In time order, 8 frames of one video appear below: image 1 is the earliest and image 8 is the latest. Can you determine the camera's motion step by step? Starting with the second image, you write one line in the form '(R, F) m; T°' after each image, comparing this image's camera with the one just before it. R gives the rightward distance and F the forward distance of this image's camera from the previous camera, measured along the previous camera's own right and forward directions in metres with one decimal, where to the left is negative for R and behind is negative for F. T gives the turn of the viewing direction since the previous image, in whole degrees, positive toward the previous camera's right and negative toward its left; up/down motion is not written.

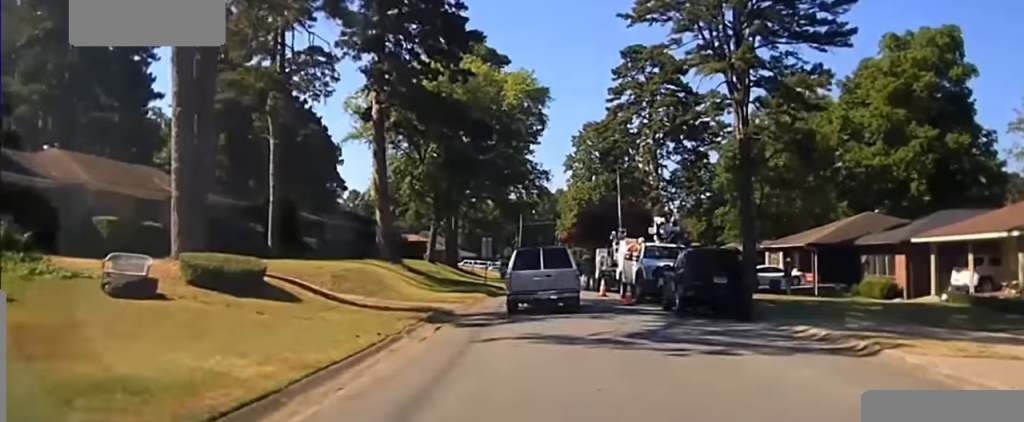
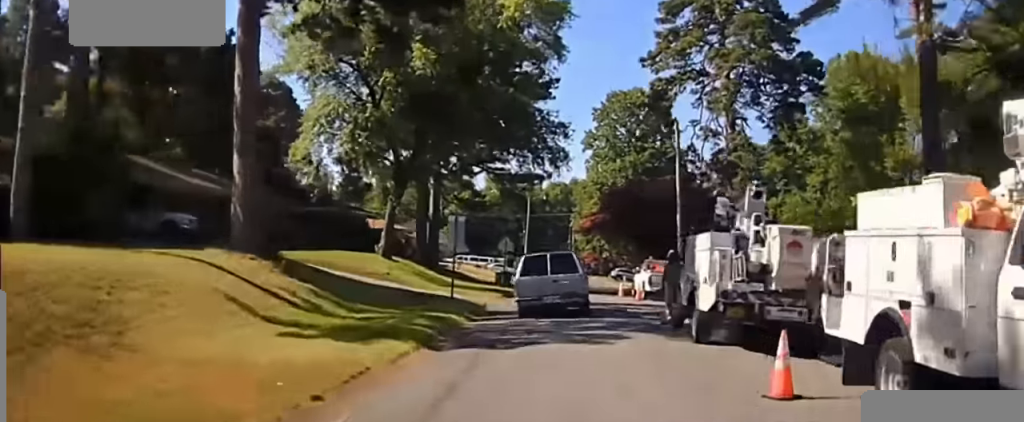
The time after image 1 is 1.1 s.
(0.0, +24.0) m; -1°
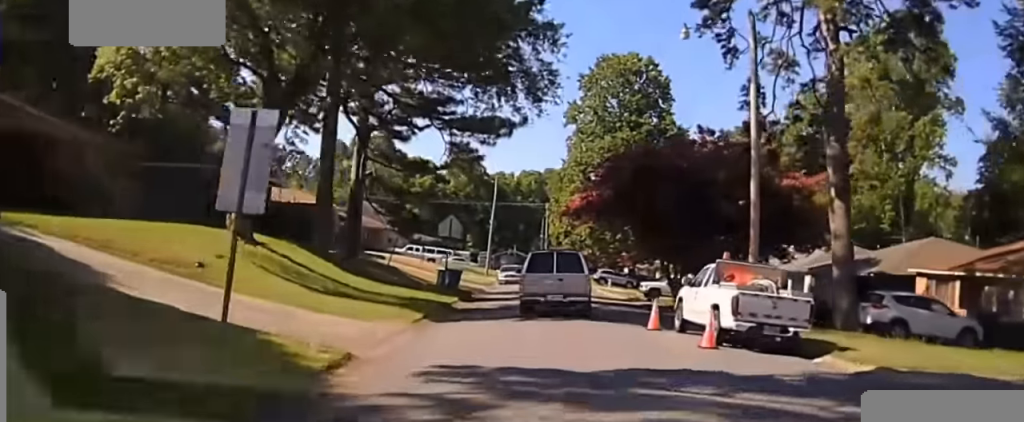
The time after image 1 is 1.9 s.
(-0.3, +18.8) m; +1°
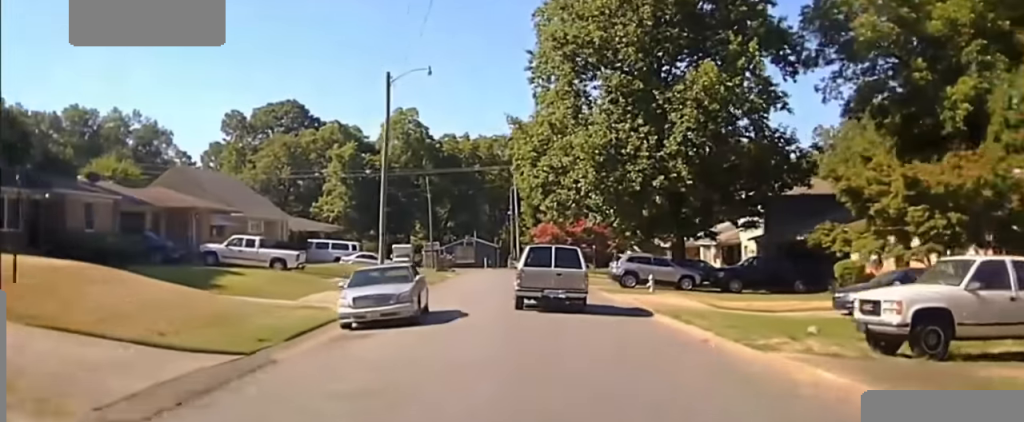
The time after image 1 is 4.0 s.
(+1.8, +47.1) m; +3°
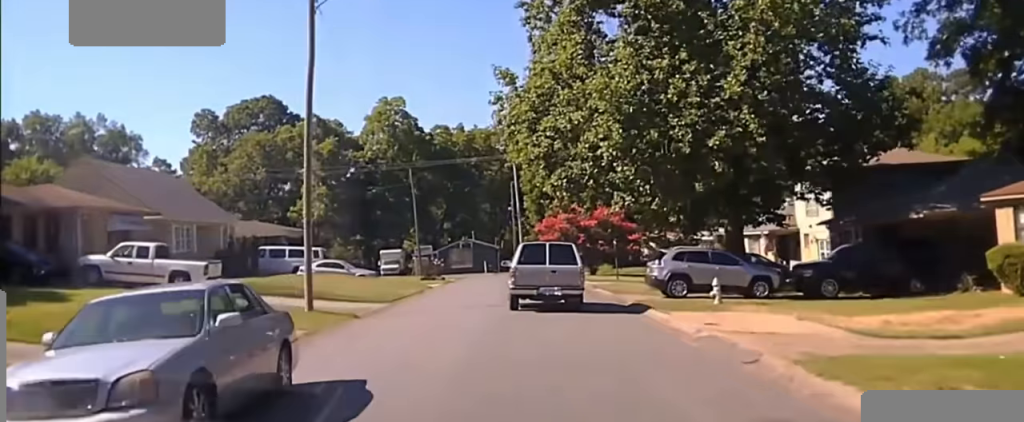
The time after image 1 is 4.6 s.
(0.0, +13.5) m; -1°
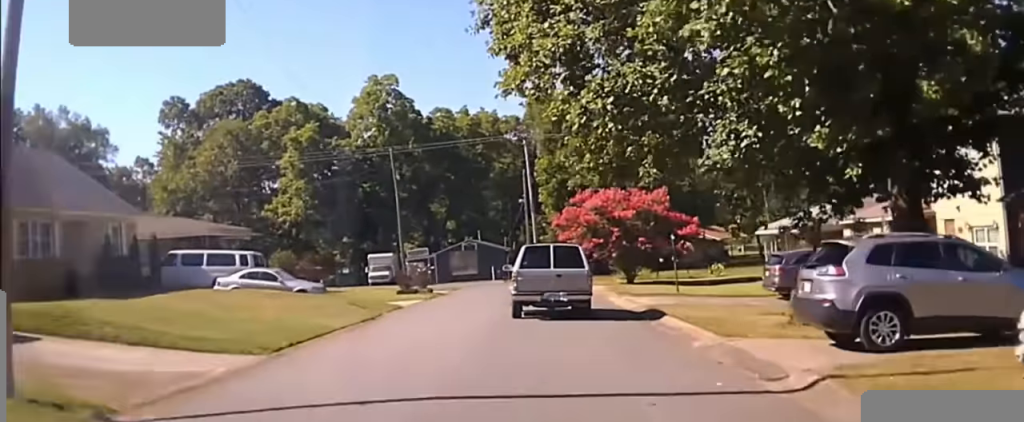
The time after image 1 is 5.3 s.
(0.0, +15.2) m; -1°
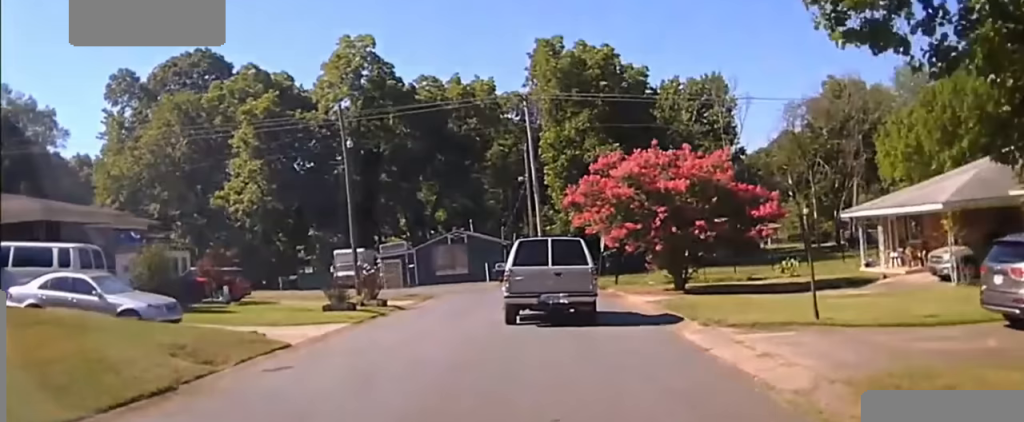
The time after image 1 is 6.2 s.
(-0.3, +17.0) m; -1°
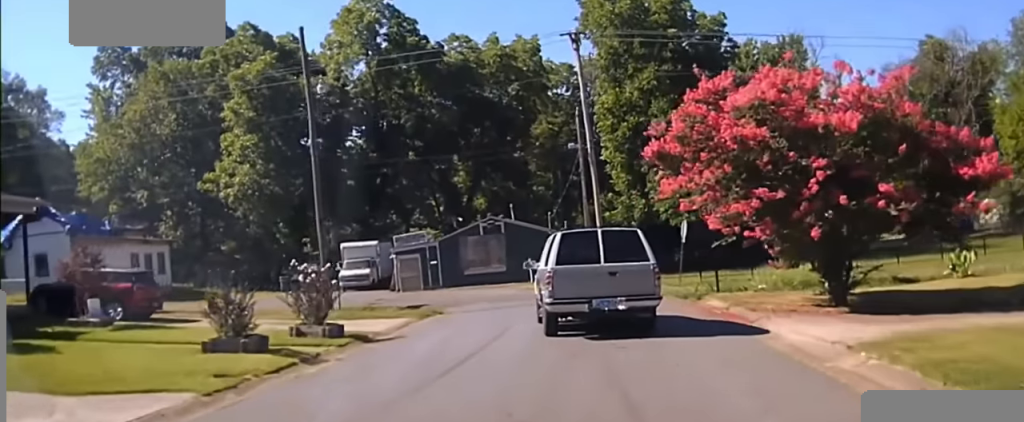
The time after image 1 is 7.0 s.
(+0.1, +14.1) m; -2°
